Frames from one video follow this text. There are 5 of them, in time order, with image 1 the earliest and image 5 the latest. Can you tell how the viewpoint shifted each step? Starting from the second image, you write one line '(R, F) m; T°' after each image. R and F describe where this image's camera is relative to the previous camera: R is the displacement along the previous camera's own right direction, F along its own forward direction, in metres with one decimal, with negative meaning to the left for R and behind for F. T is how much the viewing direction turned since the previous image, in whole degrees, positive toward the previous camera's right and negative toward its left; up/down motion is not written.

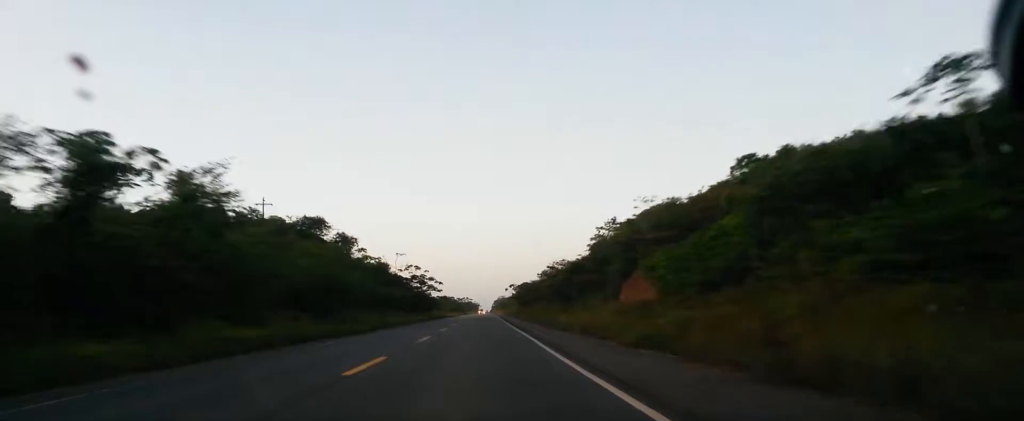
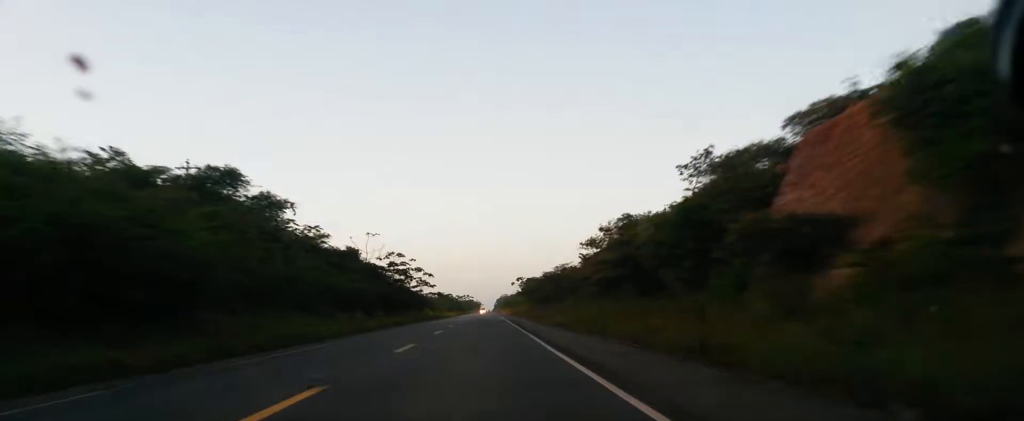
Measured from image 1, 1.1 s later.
(0.0, +30.9) m; +1°
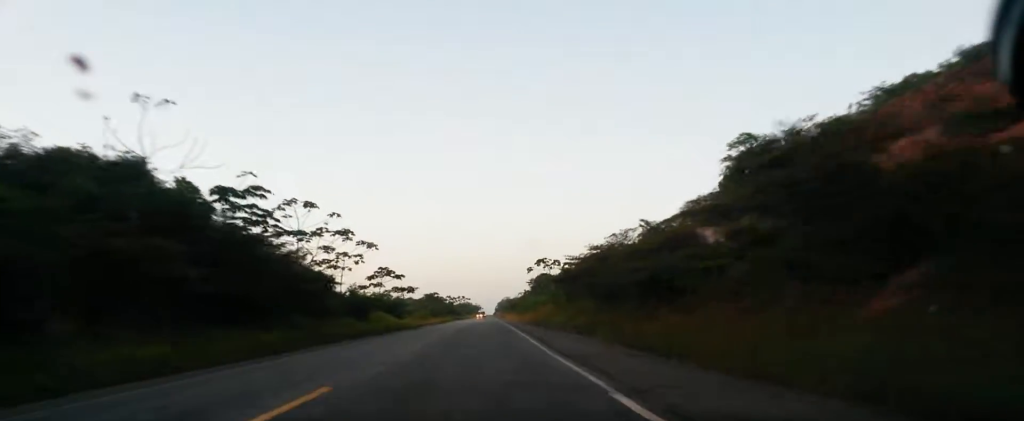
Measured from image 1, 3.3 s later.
(+1.4, +58.4) m; +2°
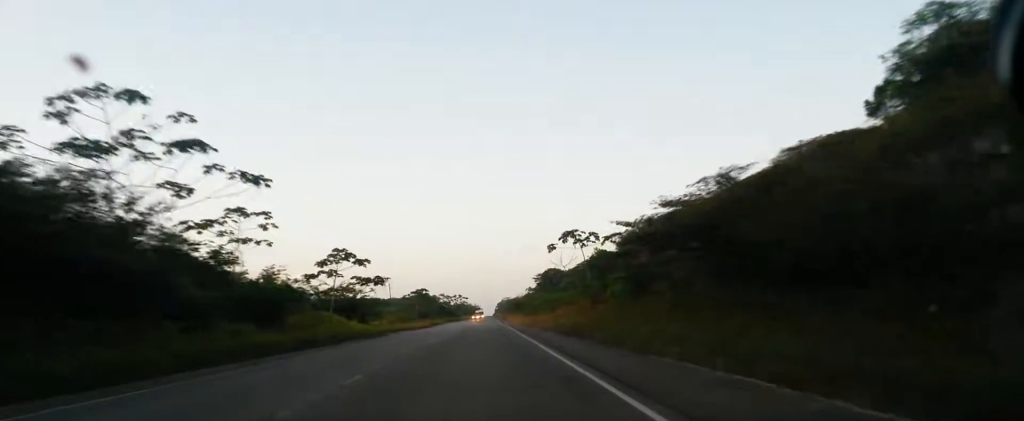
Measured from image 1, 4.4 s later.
(-0.2, +27.5) m; -1°
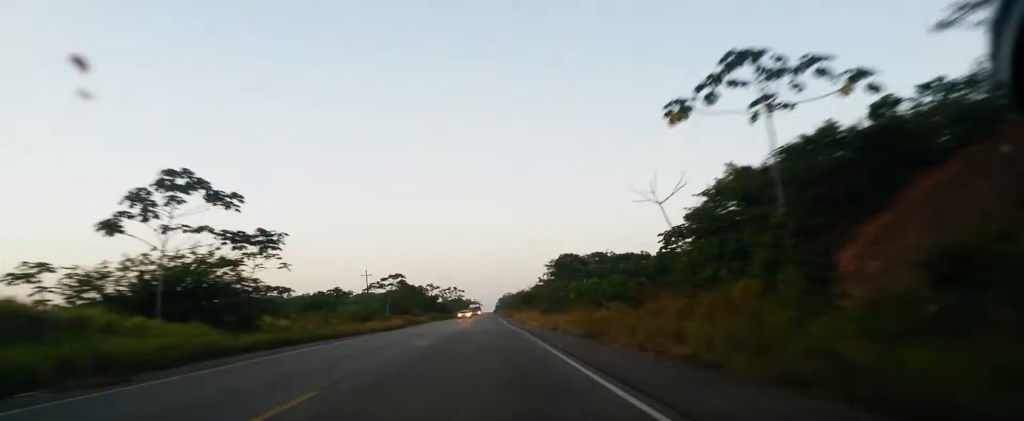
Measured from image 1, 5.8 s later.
(-0.1, +34.7) m; +2°
